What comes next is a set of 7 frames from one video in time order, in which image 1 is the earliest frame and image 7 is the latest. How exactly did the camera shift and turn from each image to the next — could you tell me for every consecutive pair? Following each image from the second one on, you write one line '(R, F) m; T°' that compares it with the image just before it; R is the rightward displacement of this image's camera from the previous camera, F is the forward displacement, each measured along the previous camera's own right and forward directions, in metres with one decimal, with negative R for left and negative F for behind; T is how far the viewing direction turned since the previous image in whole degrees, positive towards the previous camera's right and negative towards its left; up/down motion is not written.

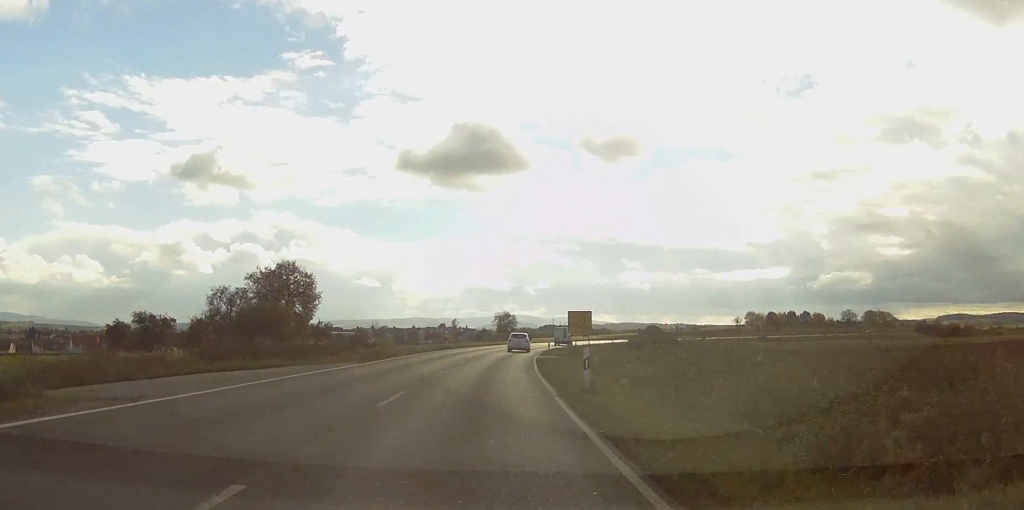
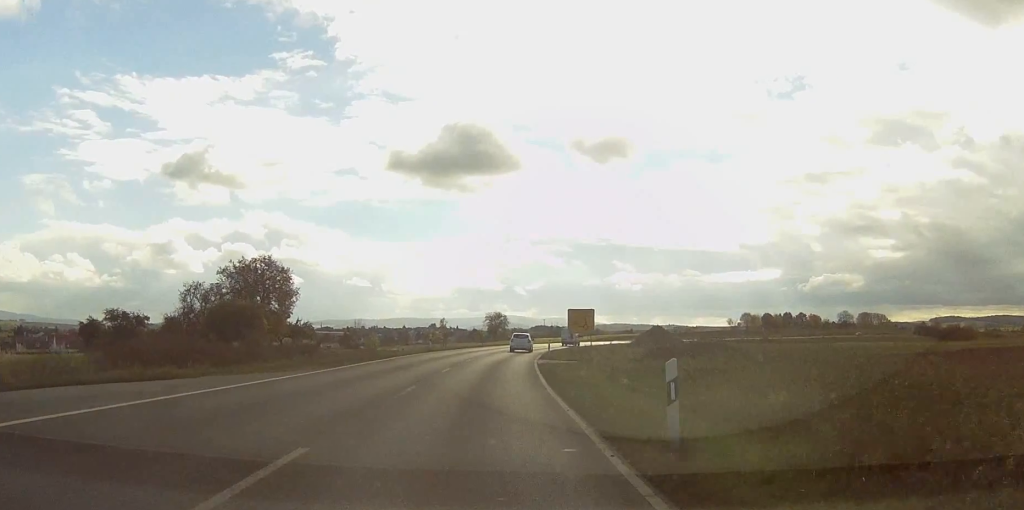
(+0.1, +9.6) m; +1°
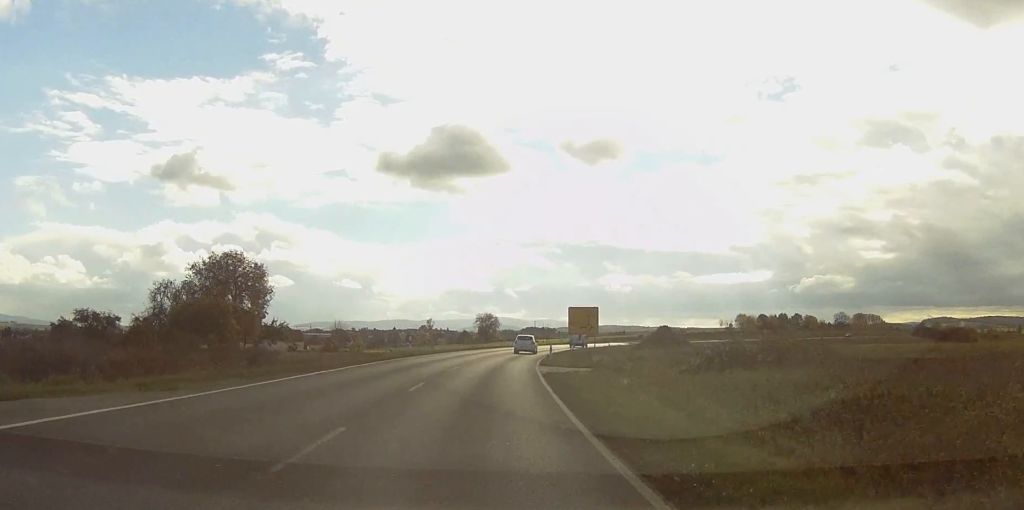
(+0.2, +9.6) m; +1°
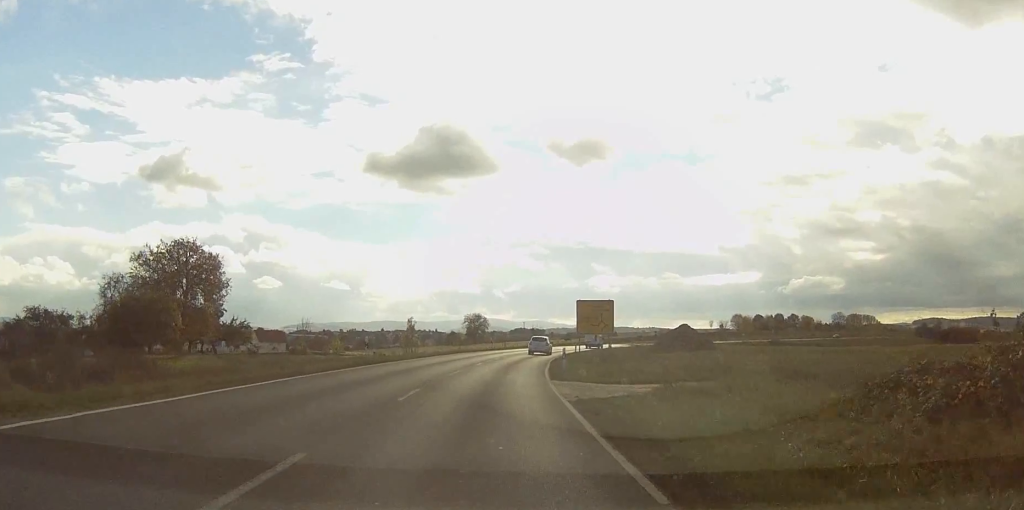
(0.0, +14.9) m; 0°
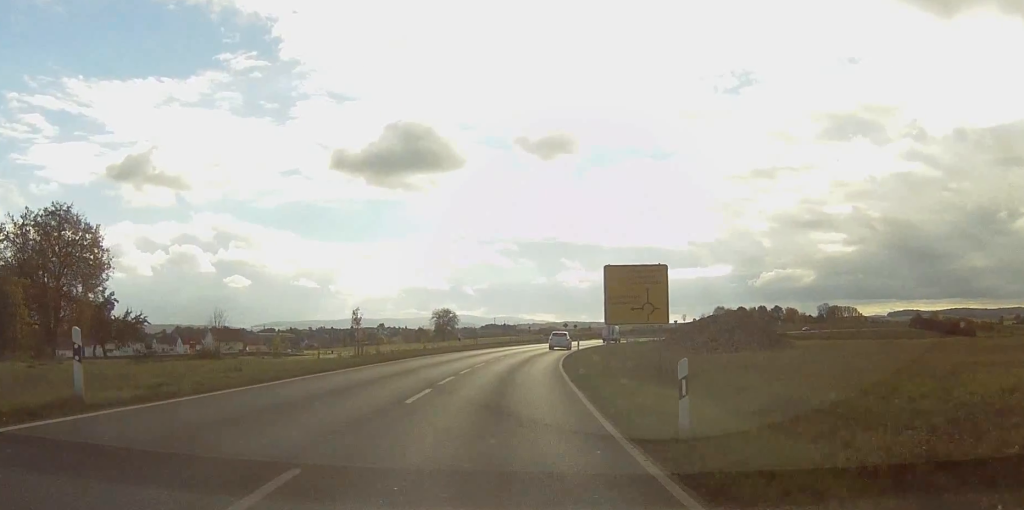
(+0.1, +25.3) m; +1°
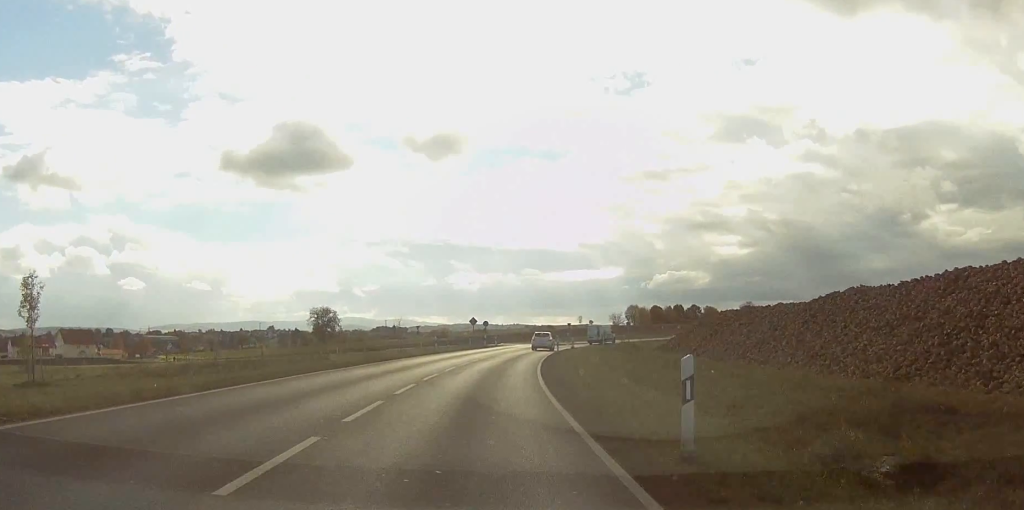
(+2.9, +51.7) m; +7°
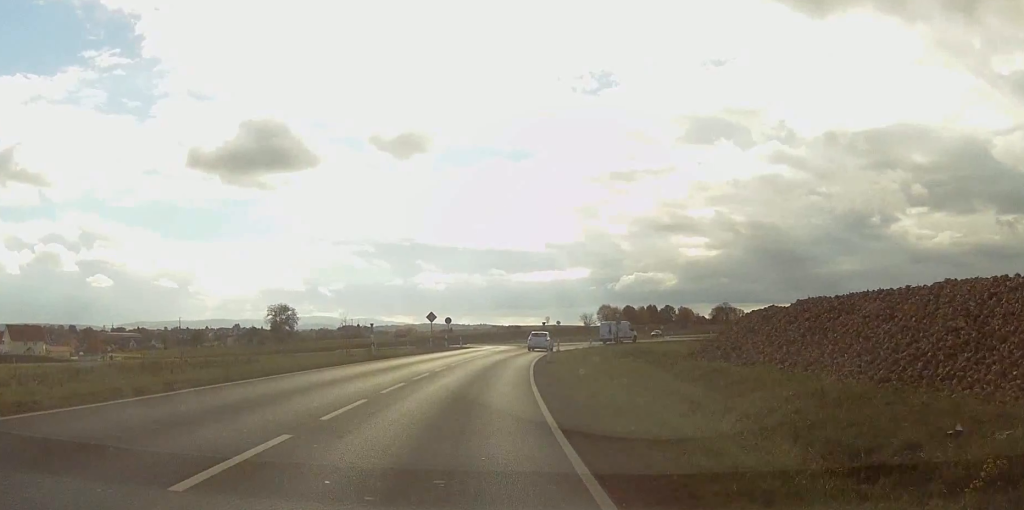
(+0.3, +18.4) m; +2°
